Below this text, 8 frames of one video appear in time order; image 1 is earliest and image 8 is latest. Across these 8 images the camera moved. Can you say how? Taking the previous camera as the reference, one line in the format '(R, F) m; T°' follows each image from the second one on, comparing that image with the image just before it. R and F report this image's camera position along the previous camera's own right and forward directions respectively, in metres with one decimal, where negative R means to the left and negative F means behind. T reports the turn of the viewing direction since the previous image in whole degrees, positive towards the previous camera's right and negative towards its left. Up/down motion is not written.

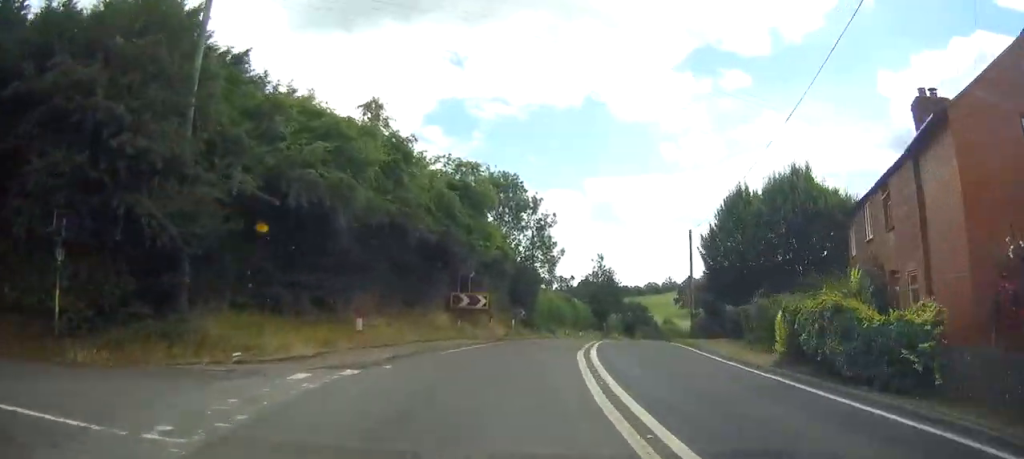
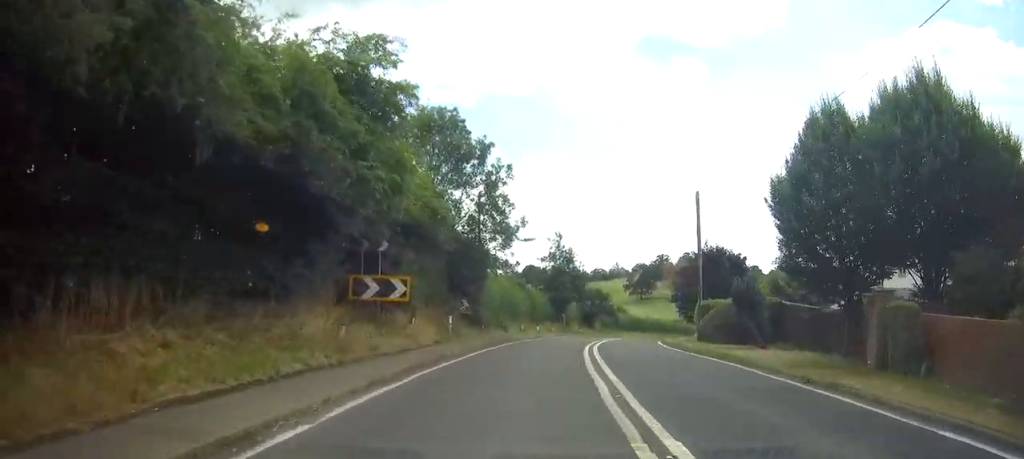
(+0.7, +14.0) m; +4°
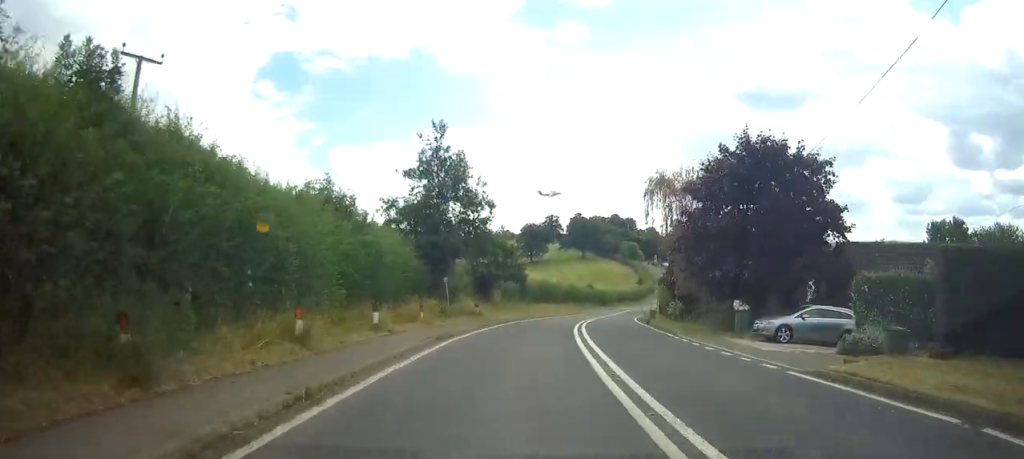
(+2.9, +34.6) m; +9°
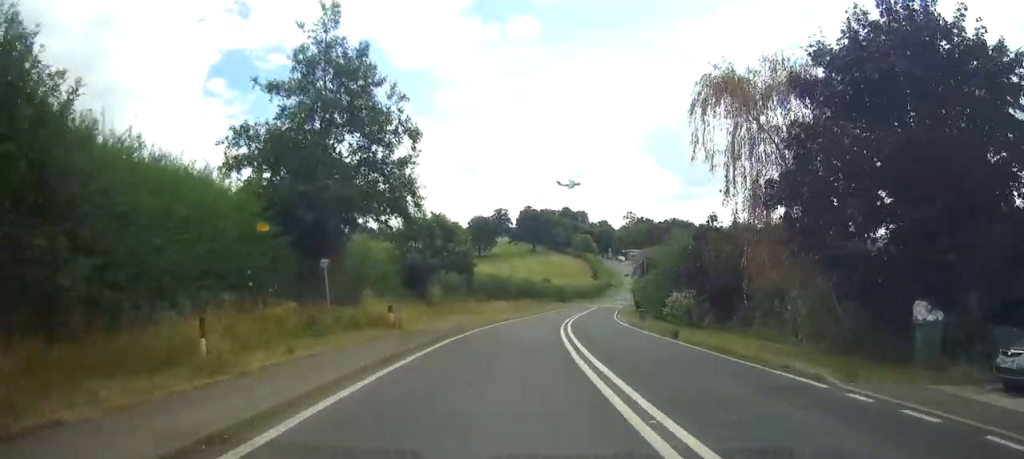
(+0.5, +16.8) m; +3°
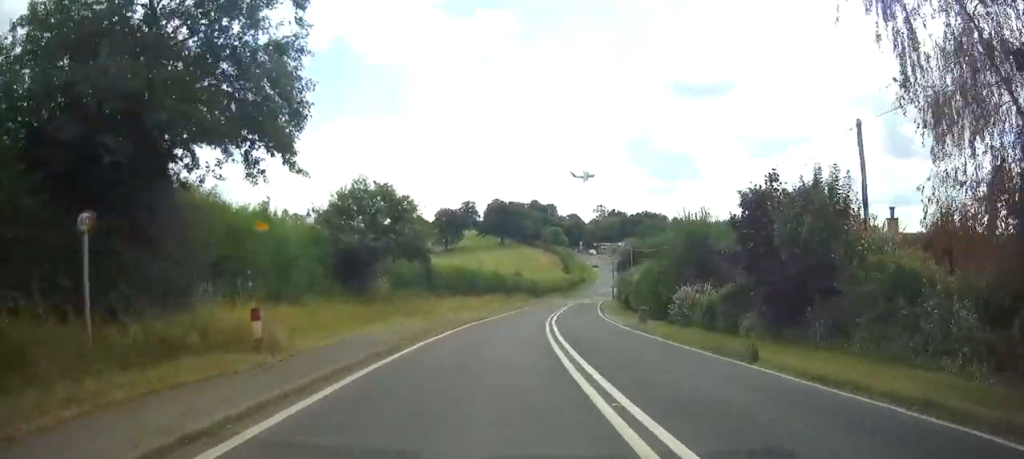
(0.0, +10.8) m; +2°
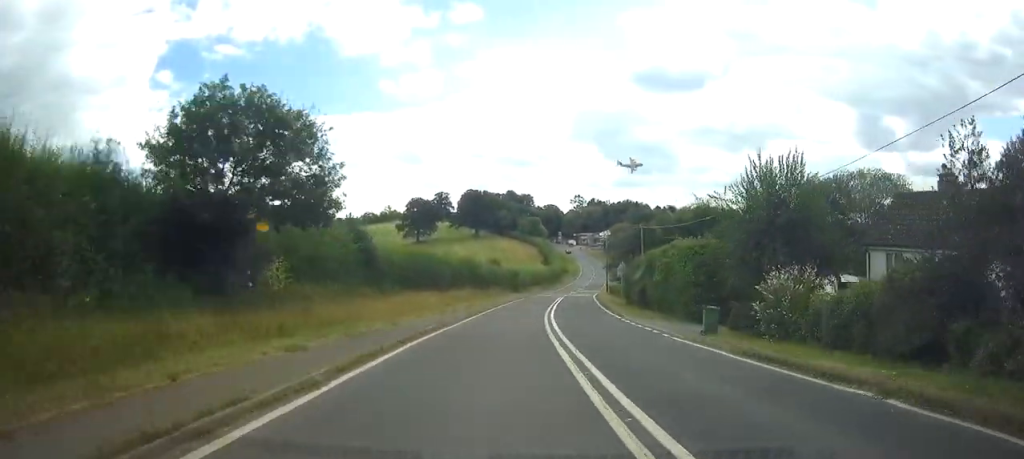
(+0.5, +17.1) m; +2°
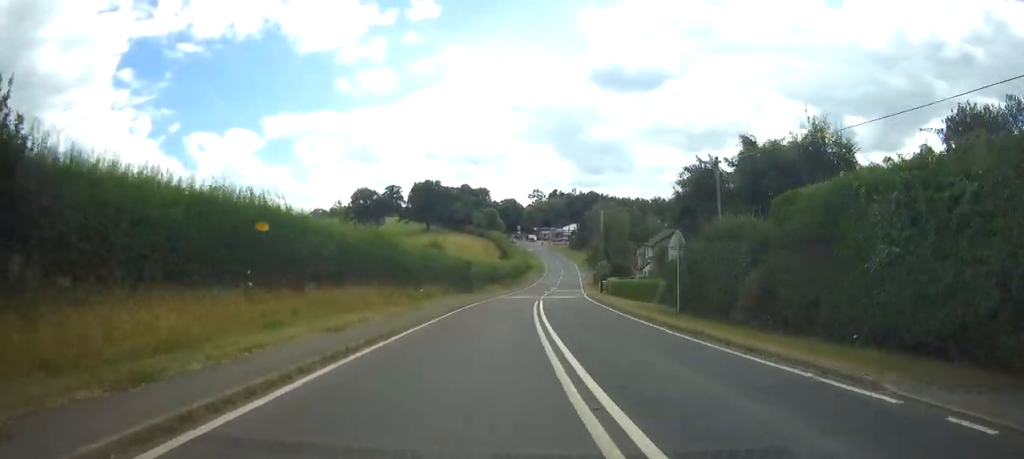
(+0.9, +29.5) m; +3°
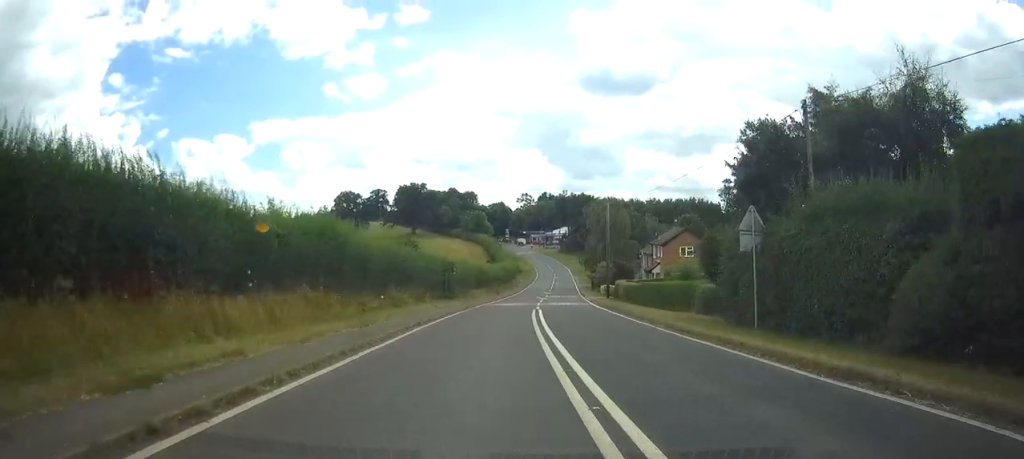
(+0.1, +9.9) m; +1°
